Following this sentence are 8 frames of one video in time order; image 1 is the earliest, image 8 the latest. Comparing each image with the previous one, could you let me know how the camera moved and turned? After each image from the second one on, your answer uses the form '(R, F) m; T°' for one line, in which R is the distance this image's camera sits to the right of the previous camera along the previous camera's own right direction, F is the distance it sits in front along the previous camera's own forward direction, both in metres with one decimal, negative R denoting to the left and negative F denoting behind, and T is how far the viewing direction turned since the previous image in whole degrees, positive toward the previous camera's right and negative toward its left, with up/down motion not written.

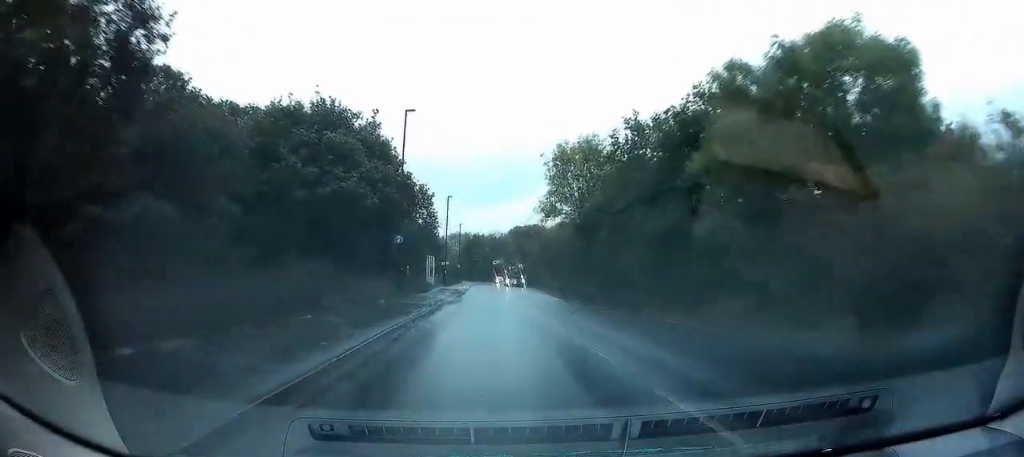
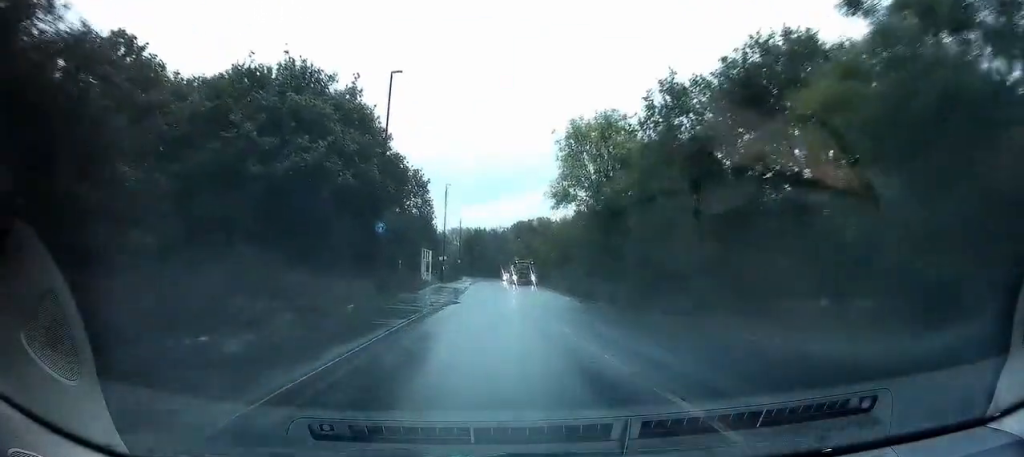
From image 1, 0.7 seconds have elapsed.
(0.0, +5.9) m; 0°
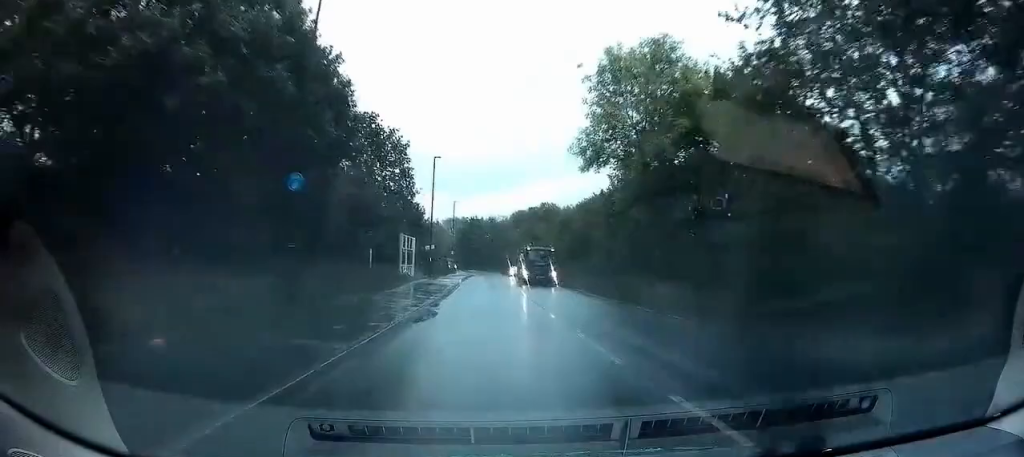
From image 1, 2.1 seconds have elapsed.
(-0.1, +11.3) m; -1°
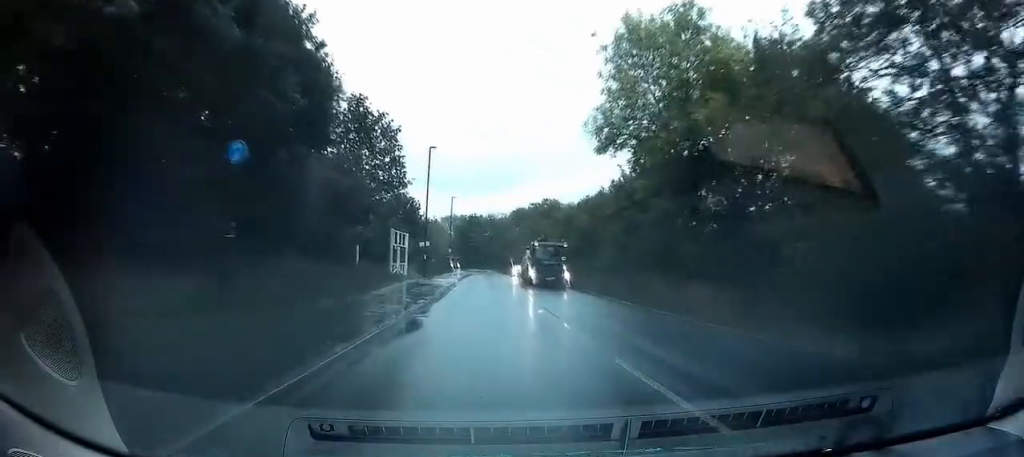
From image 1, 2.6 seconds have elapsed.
(0.0, +3.5) m; 0°
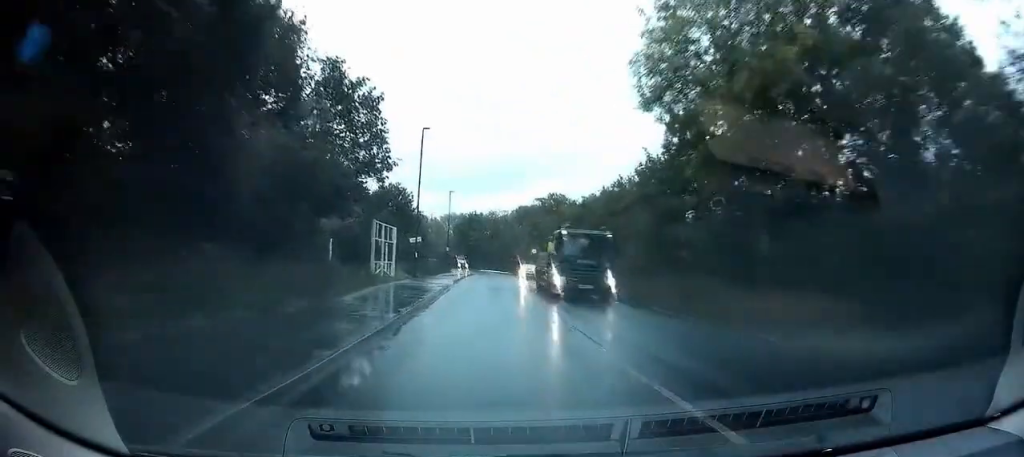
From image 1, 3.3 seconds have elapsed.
(0.0, +5.9) m; +1°
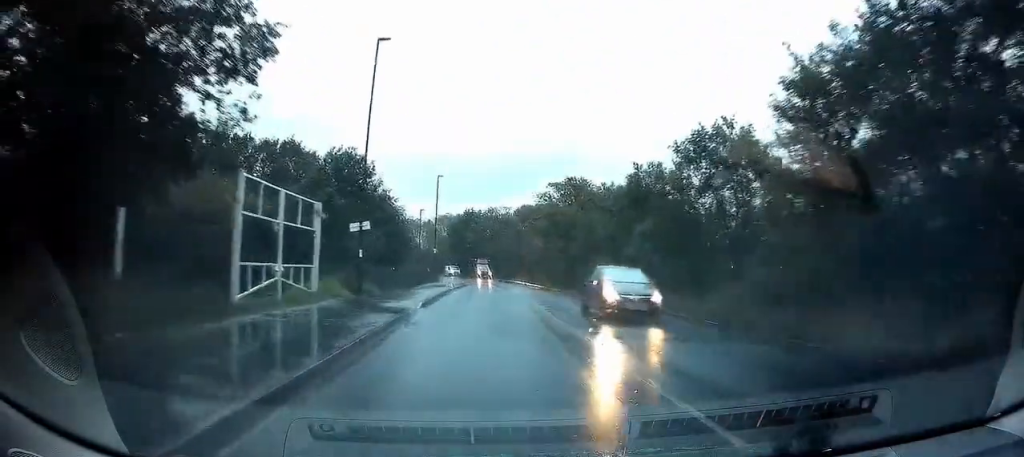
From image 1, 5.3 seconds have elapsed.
(-0.2, +16.3) m; -1°
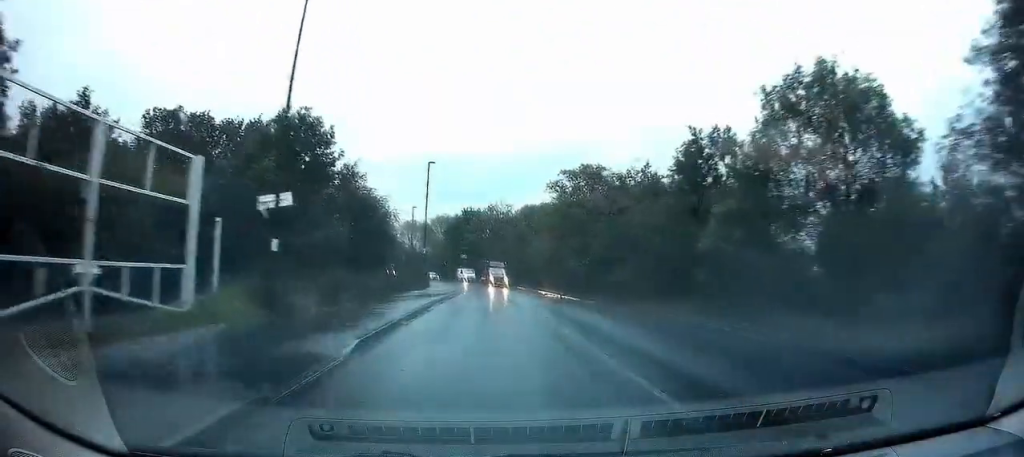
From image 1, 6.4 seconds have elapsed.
(+0.1, +9.0) m; -1°
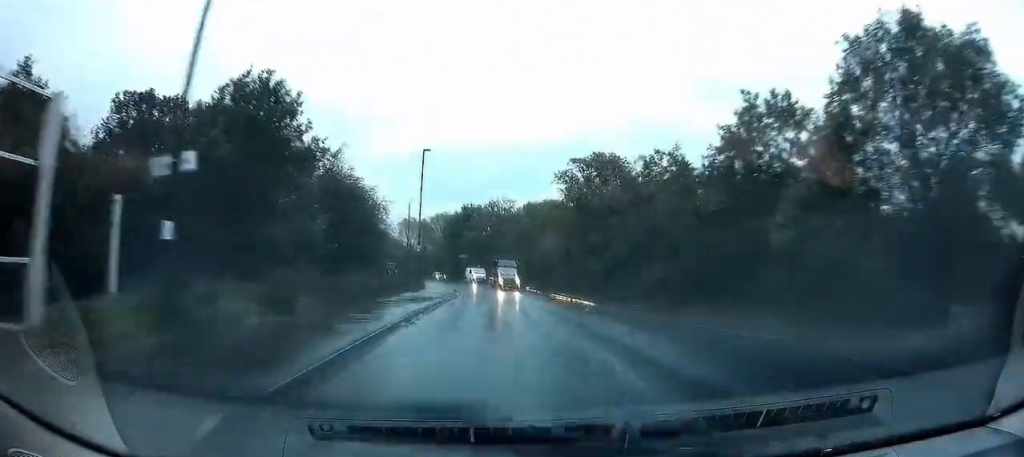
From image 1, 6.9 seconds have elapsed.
(-0.1, +4.8) m; 0°
